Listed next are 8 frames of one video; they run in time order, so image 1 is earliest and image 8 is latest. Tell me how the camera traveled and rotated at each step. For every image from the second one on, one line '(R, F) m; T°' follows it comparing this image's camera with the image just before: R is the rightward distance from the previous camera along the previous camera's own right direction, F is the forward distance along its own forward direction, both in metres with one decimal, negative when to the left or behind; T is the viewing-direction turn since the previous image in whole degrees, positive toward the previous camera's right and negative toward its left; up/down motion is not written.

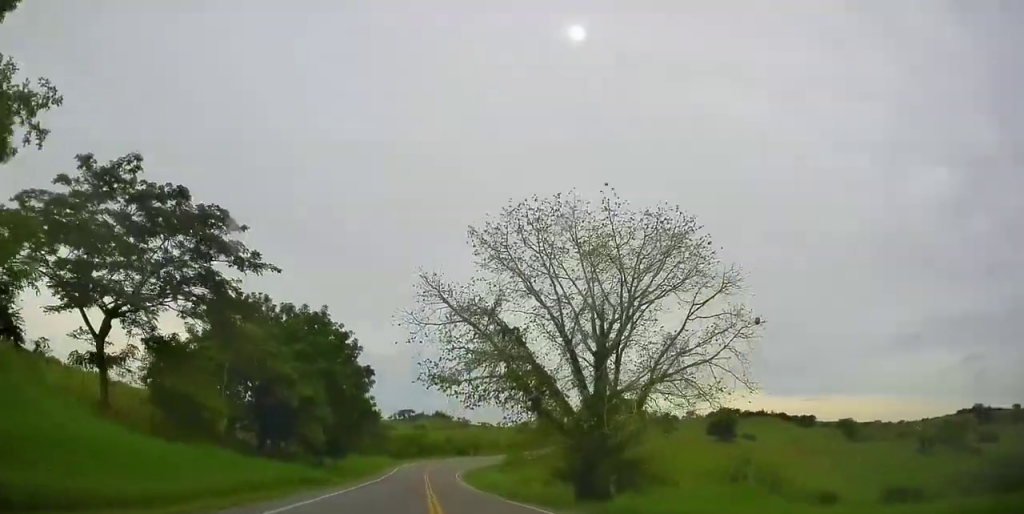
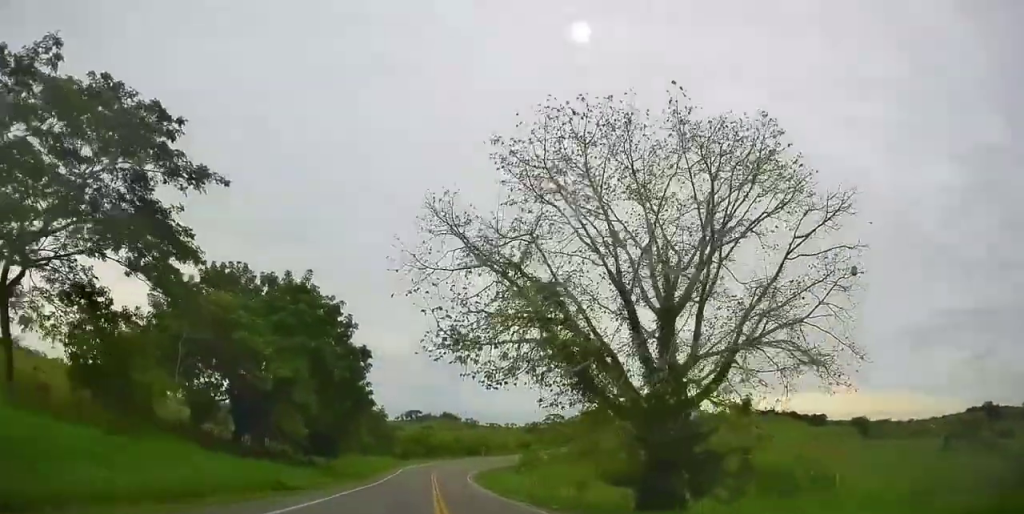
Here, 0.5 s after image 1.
(-0.6, +7.6) m; -4°
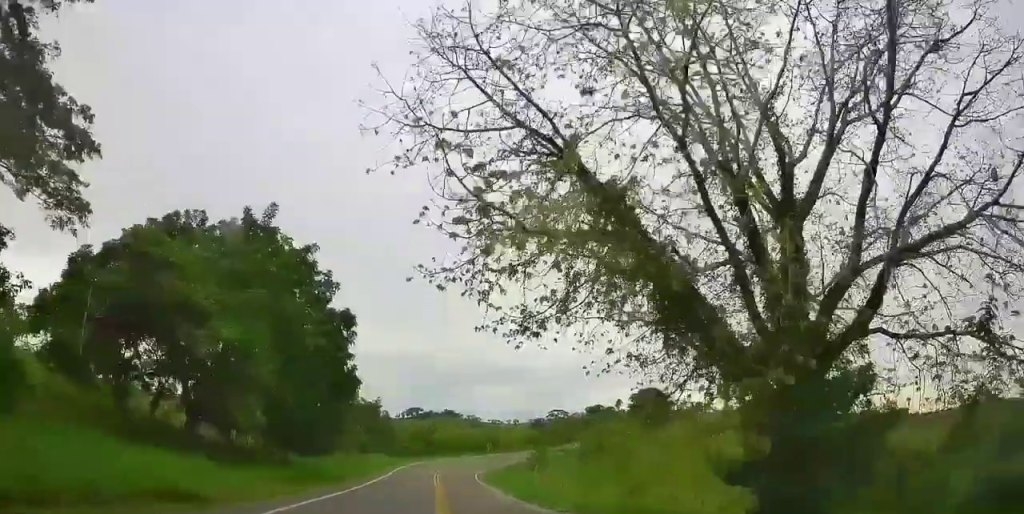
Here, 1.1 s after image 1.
(-0.1, +8.4) m; -2°
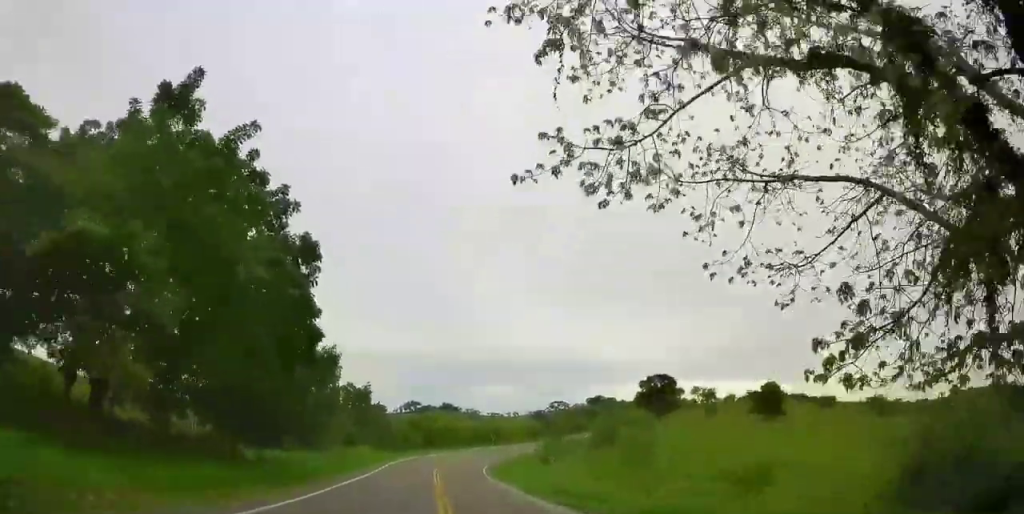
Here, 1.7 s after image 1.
(+0.1, +9.0) m; -2°
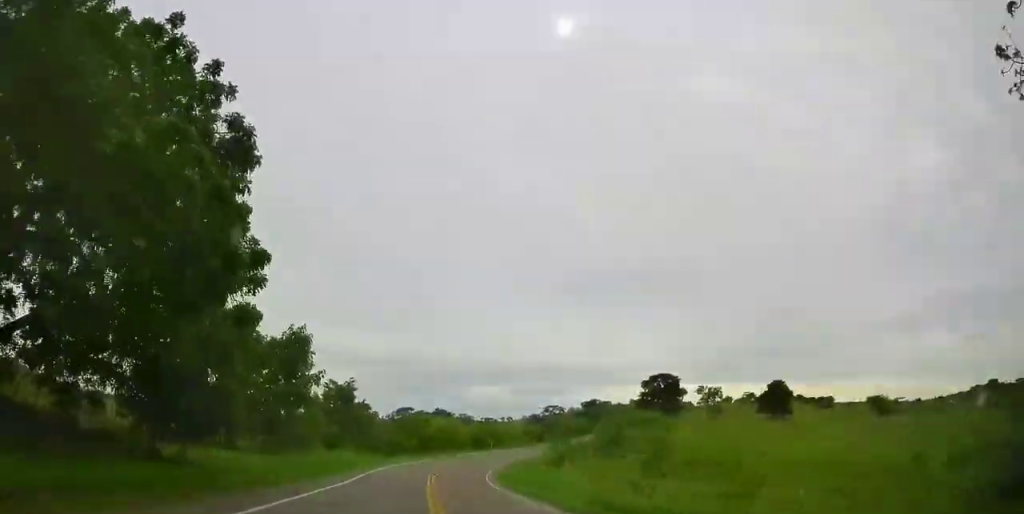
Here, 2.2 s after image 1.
(-0.3, +7.6) m; -1°
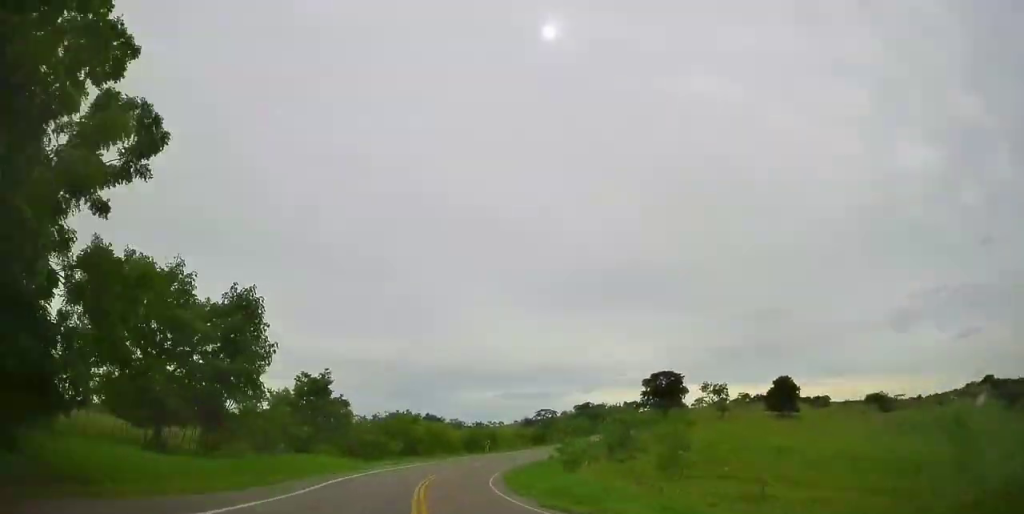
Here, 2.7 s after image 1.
(-0.2, +8.4) m; -1°
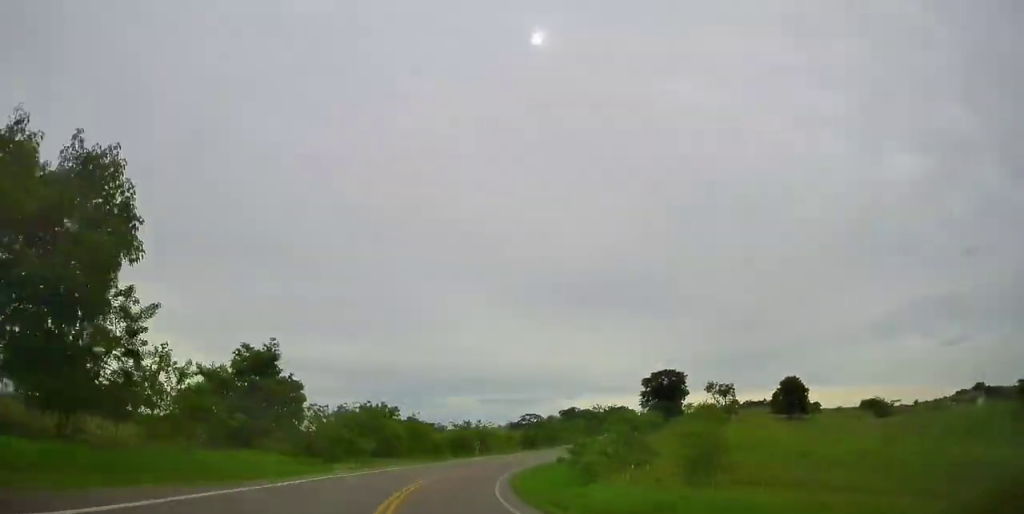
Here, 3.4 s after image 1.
(0.0, +12.6) m; 0°
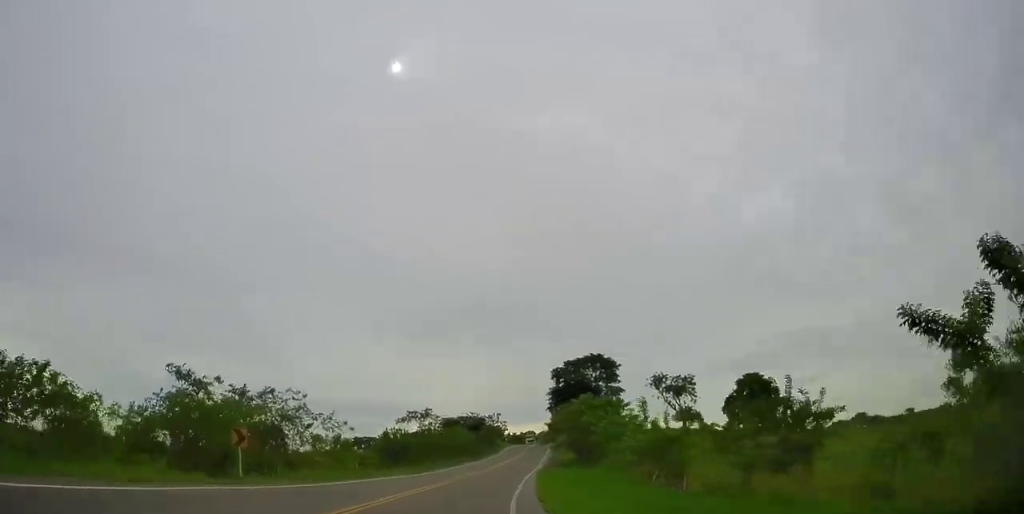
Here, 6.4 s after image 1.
(+1.4, +55.9) m; +7°
